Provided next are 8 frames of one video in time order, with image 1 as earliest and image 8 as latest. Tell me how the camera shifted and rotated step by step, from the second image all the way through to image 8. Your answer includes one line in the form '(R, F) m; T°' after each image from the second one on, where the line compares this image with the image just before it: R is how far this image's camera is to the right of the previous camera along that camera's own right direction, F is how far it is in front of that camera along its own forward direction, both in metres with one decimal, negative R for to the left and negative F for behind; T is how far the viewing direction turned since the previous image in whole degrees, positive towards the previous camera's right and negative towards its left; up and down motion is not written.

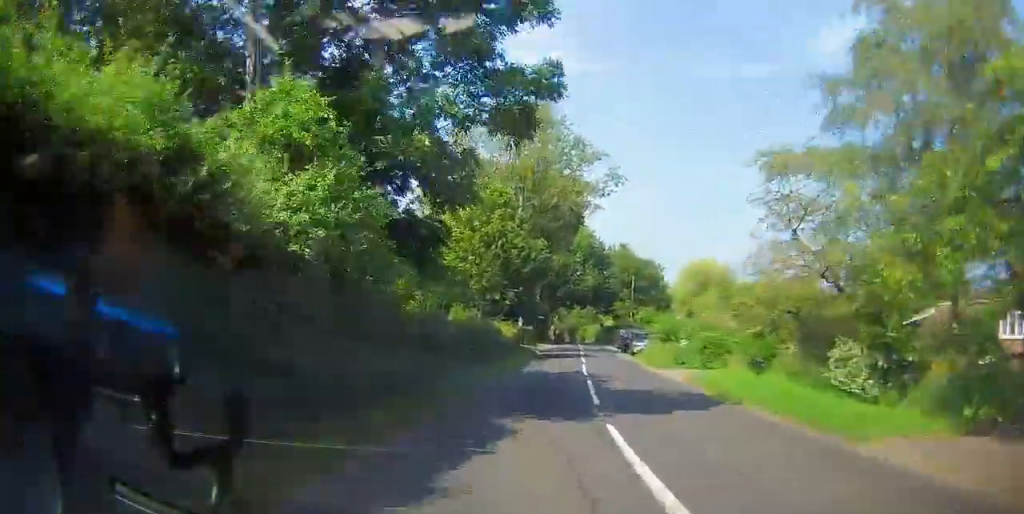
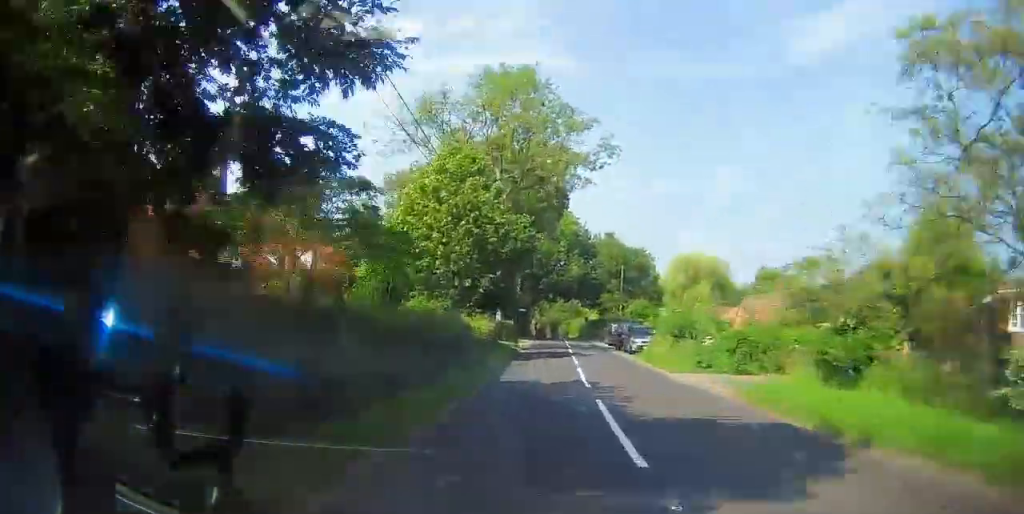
(-0.1, +6.3) m; 0°
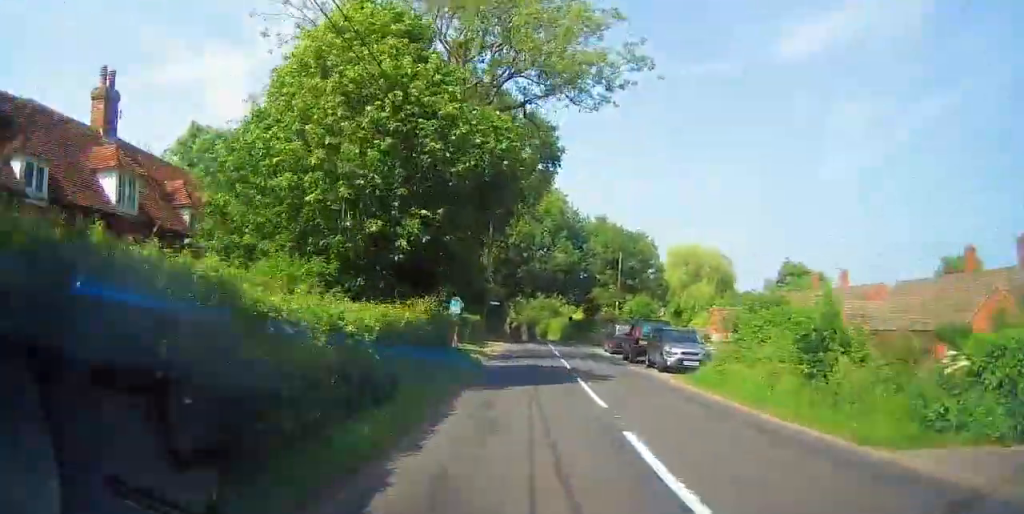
(-0.1, +14.0) m; +1°
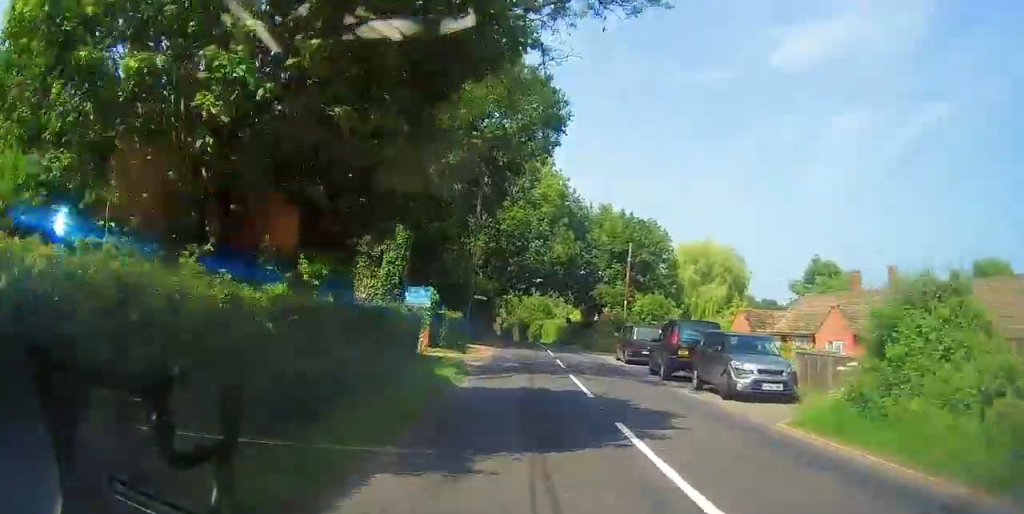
(0.0, +8.1) m; -1°
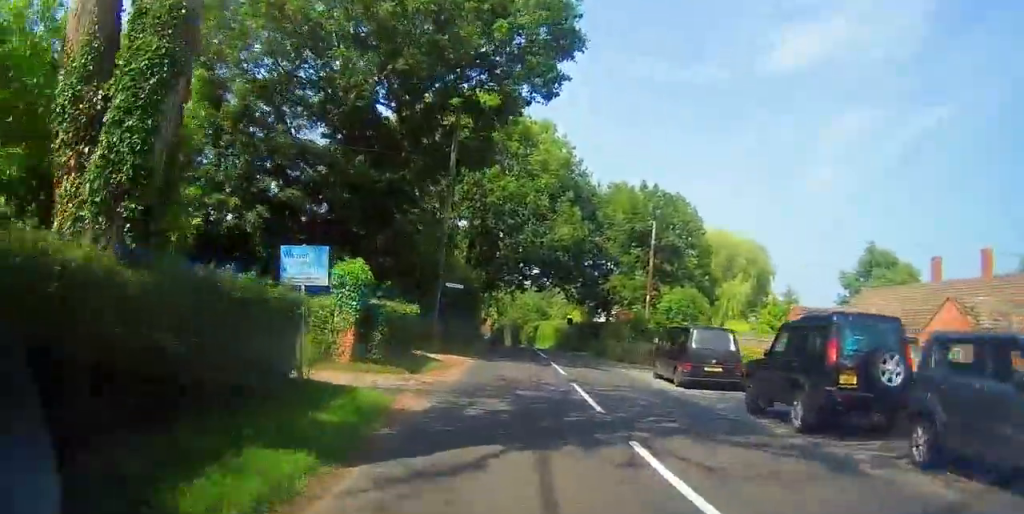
(+0.6, +11.2) m; -13°
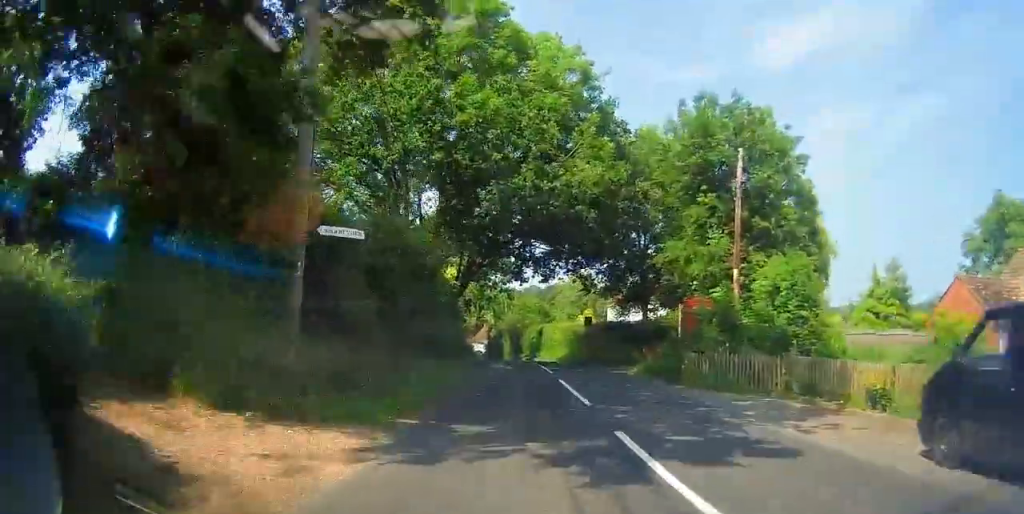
(-3.3, +15.1) m; +3°
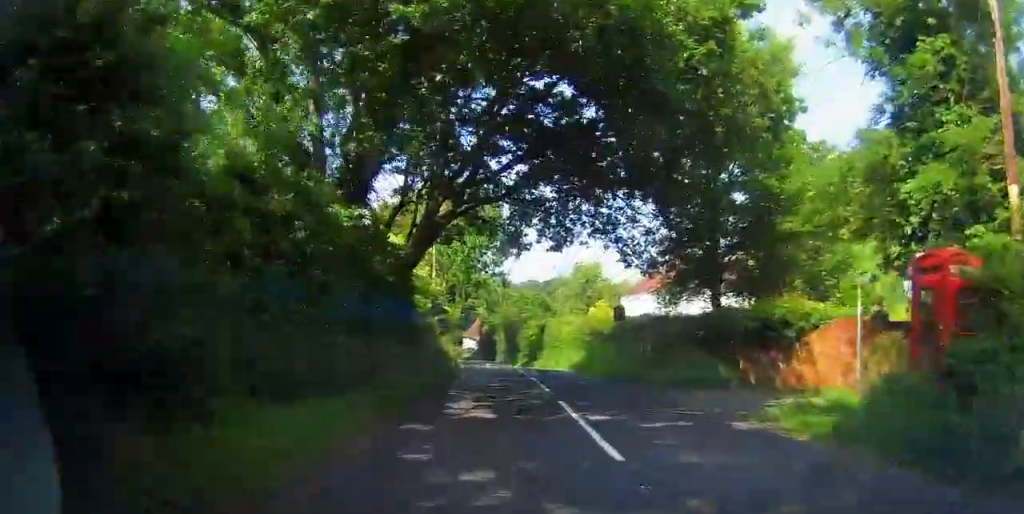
(+4.3, +13.6) m; +22°
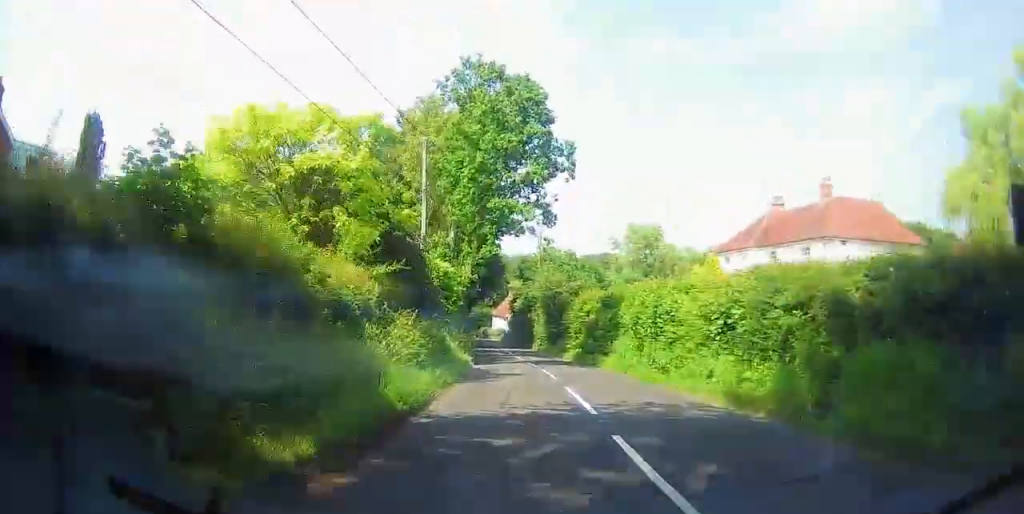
(-2.7, +21.5) m; -13°
